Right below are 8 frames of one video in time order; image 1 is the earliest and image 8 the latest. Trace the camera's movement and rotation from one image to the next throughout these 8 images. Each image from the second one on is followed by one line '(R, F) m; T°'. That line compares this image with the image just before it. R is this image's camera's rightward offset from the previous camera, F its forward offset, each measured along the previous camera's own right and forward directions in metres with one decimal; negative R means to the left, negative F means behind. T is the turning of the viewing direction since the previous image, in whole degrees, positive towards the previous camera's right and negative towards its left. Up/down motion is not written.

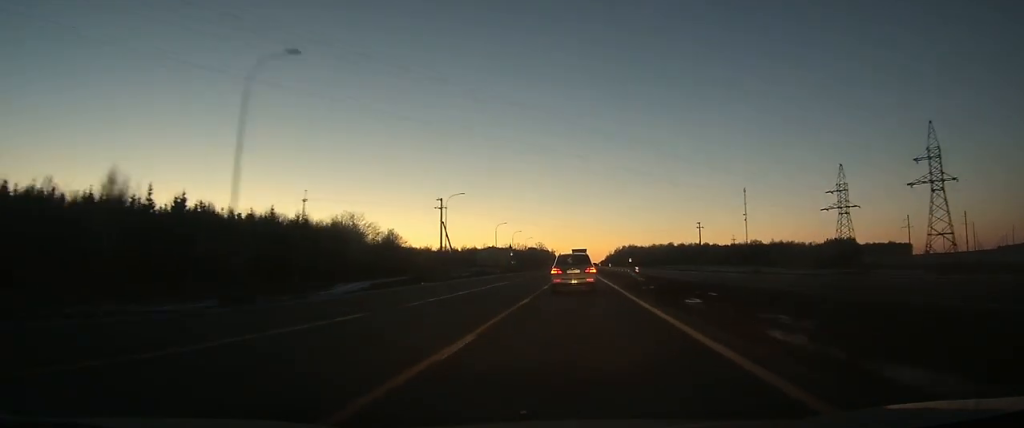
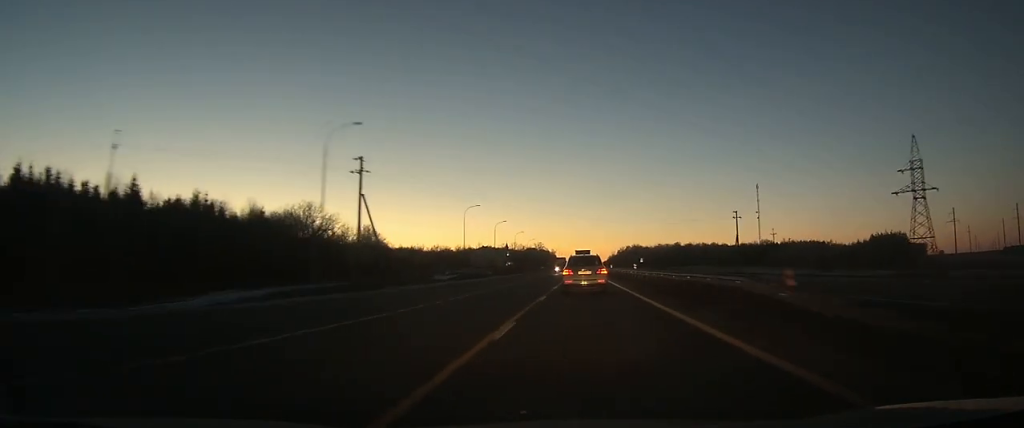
(+0.2, +32.9) m; +1°
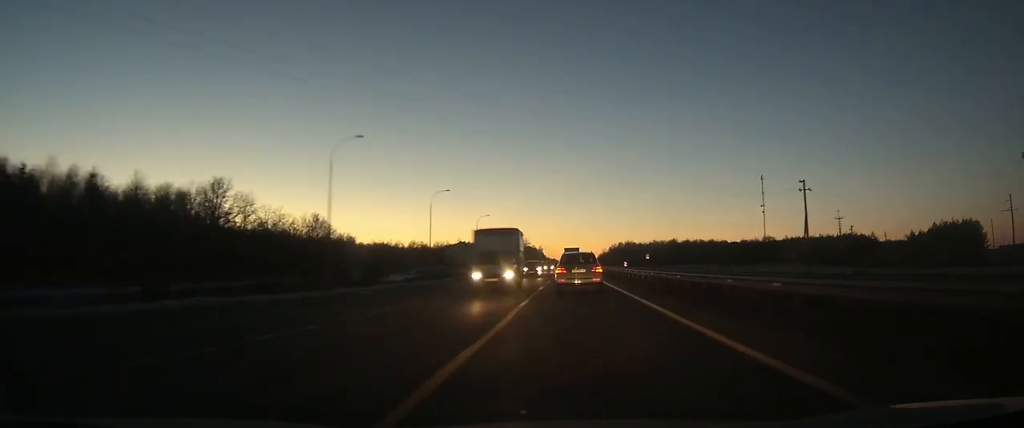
(+0.1, +38.8) m; 0°
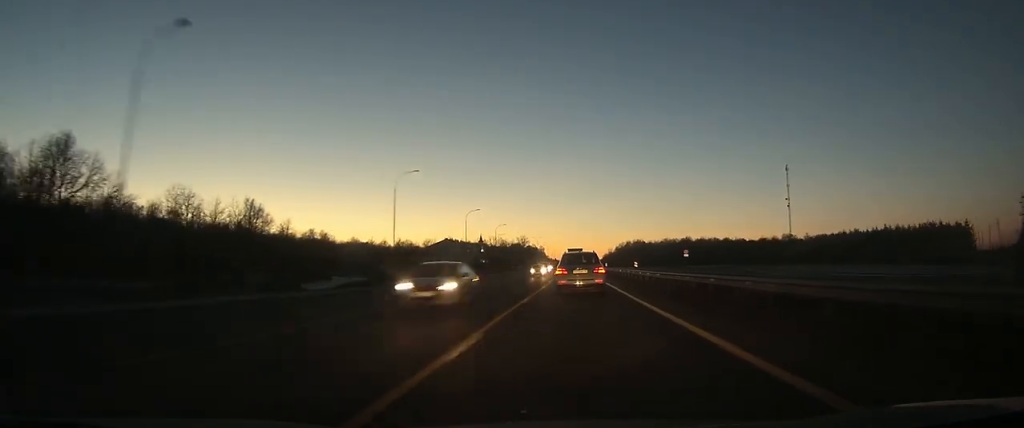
(0.0, +46.0) m; 0°
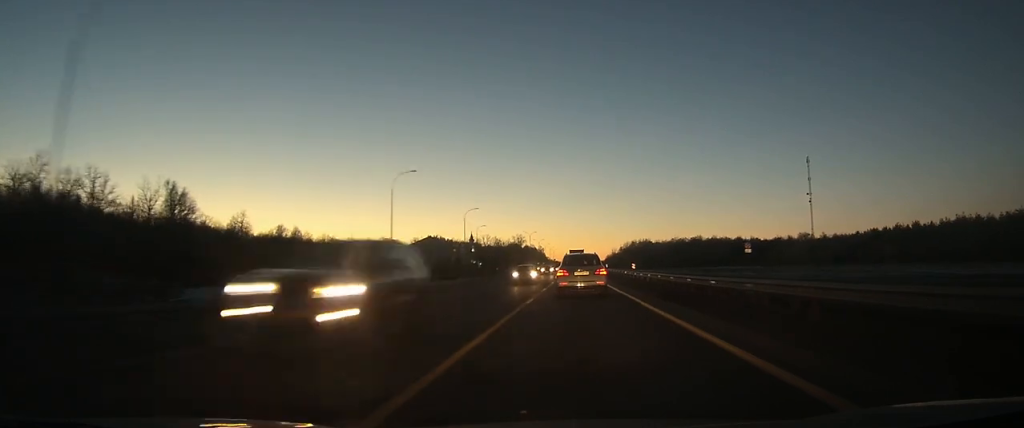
(-0.2, +35.9) m; 0°
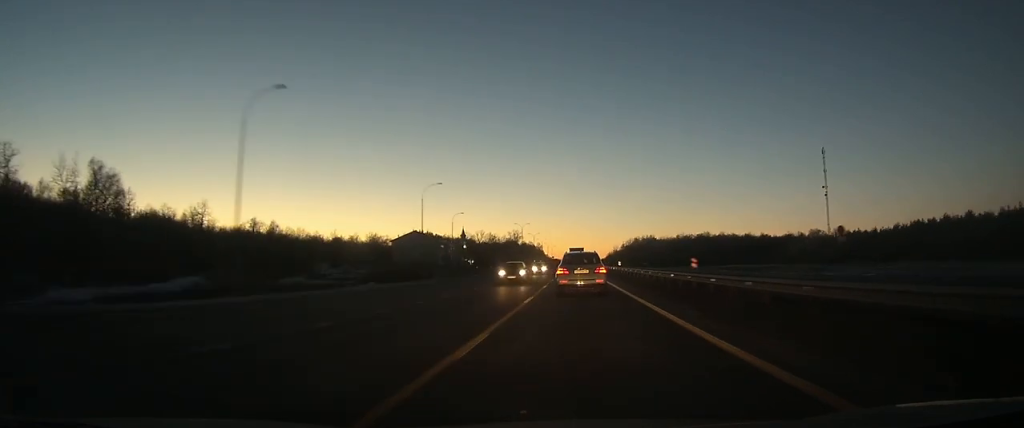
(0.0, +23.7) m; 0°
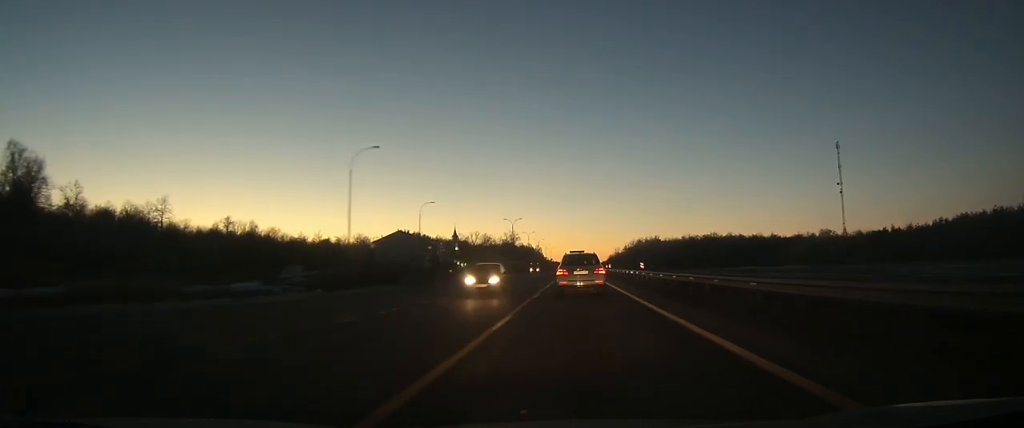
(0.0, +20.0) m; 0°
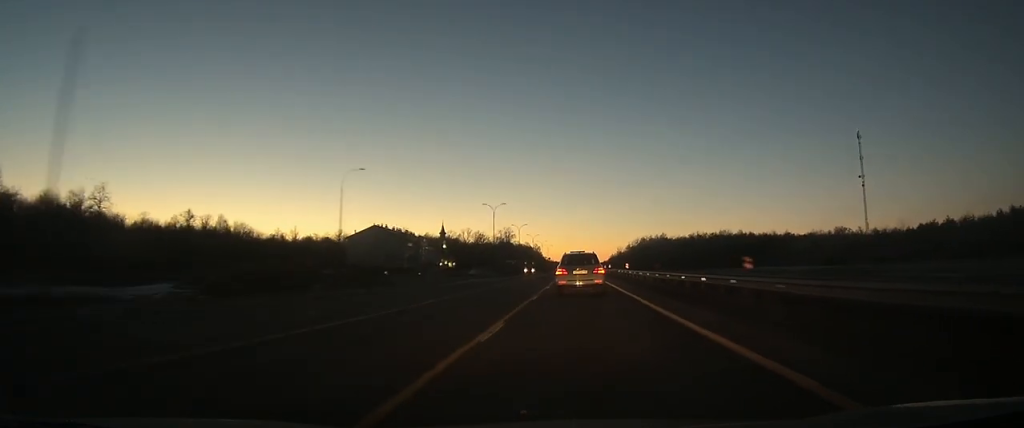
(+0.1, +25.3) m; 0°
